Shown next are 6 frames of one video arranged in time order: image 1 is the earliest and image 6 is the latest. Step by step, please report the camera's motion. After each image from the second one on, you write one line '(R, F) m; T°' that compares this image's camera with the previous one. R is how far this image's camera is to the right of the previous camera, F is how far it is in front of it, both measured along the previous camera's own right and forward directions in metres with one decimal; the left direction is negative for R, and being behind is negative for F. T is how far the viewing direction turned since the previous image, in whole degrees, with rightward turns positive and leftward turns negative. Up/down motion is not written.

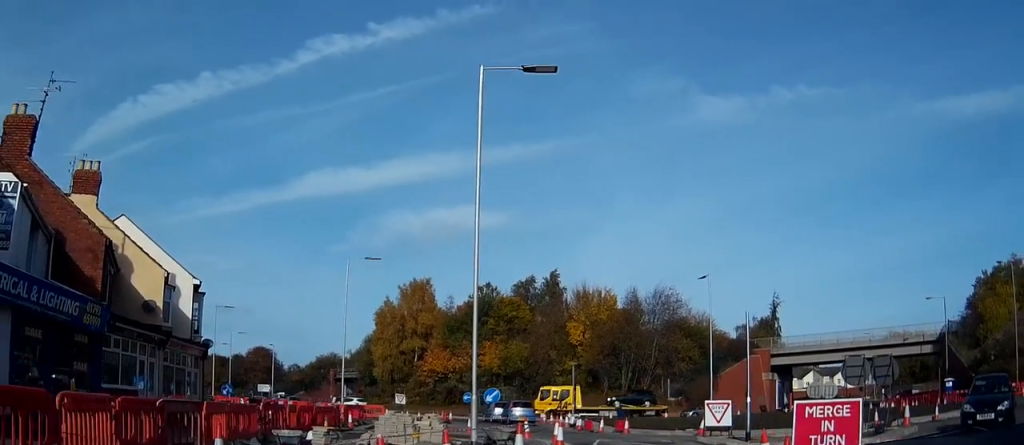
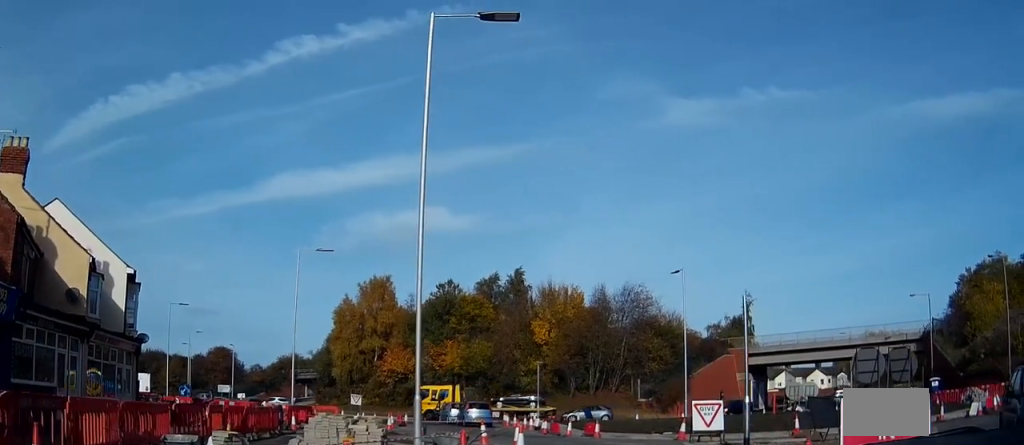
(-0.1, +3.1) m; -1°
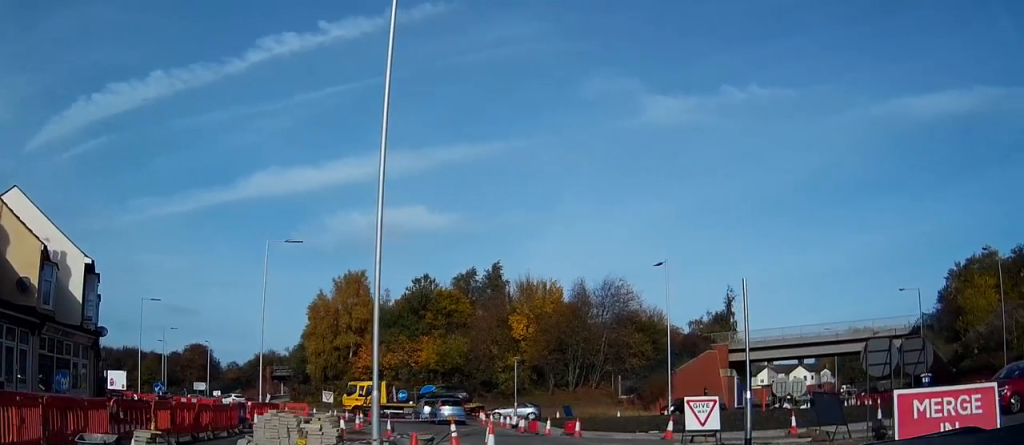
(-0.2, +1.8) m; -1°
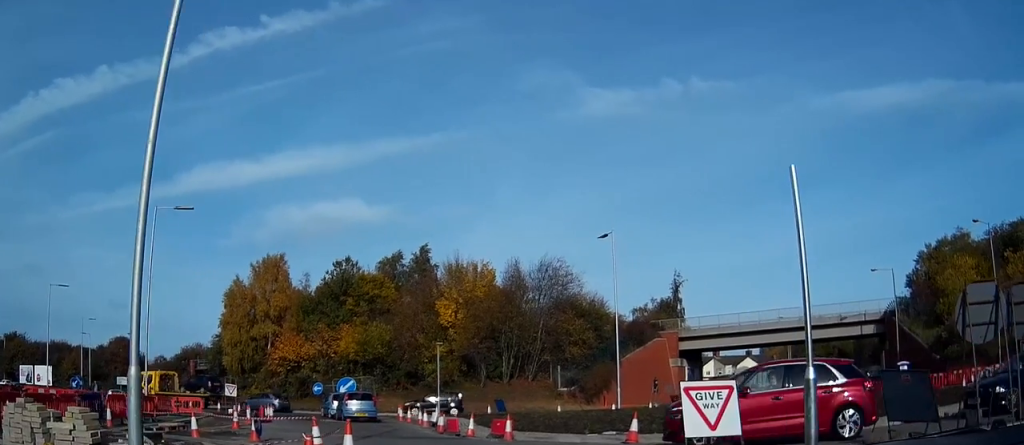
(+0.7, +6.4) m; +7°
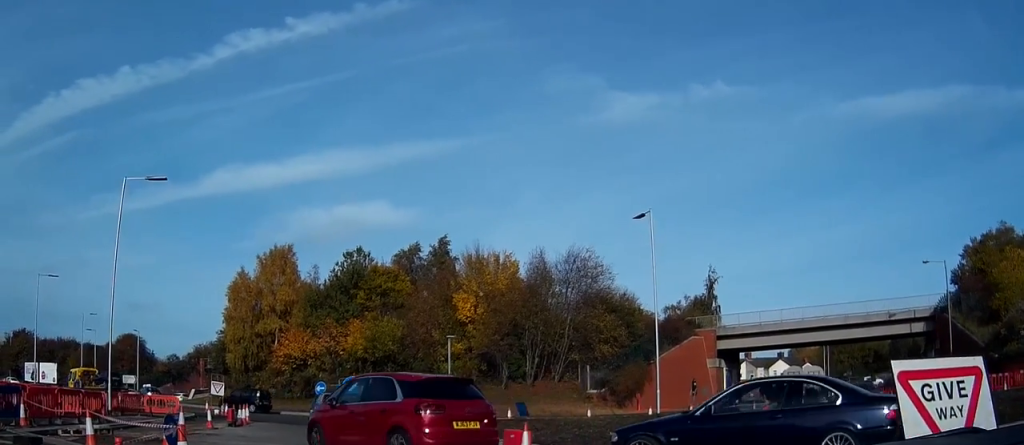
(-0.1, +5.7) m; -5°
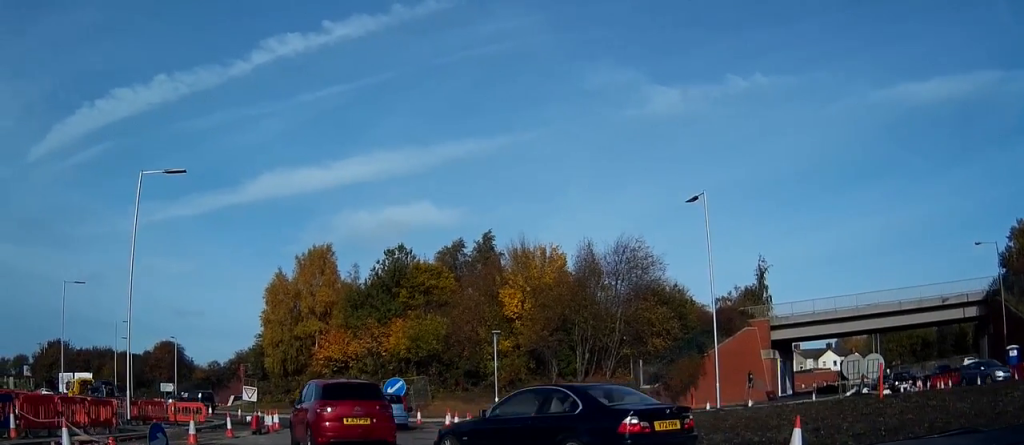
(-0.2, +2.7) m; -7°
